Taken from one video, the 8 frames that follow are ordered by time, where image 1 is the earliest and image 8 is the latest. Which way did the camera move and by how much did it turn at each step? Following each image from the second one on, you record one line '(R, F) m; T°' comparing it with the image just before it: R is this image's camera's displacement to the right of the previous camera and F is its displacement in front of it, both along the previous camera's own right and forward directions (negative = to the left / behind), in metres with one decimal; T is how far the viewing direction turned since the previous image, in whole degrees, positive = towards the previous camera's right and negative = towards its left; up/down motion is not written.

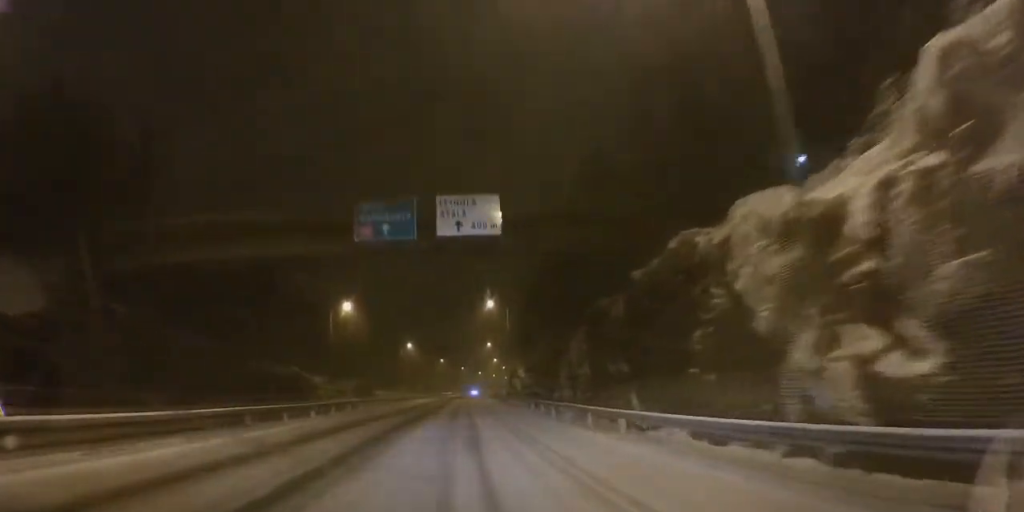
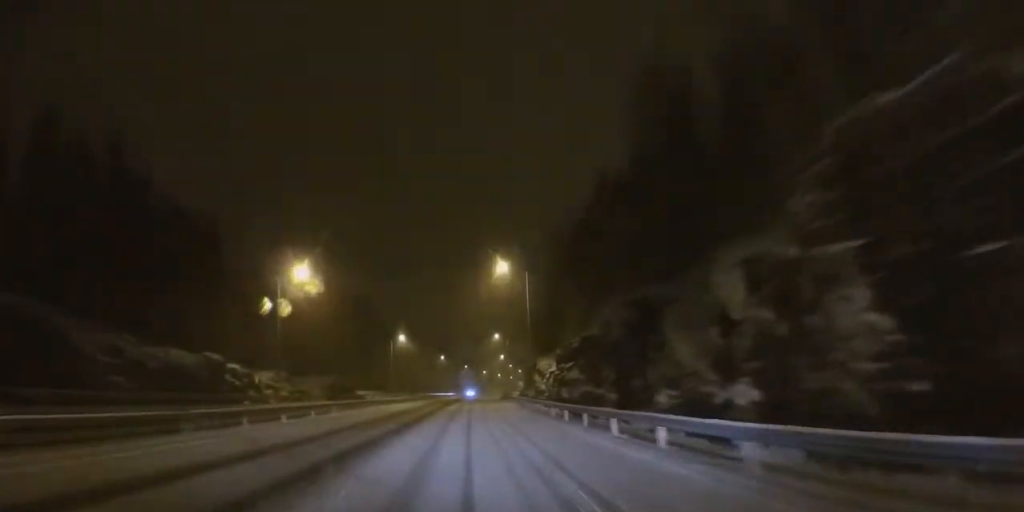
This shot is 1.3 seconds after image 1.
(-0.4, +23.7) m; -2°
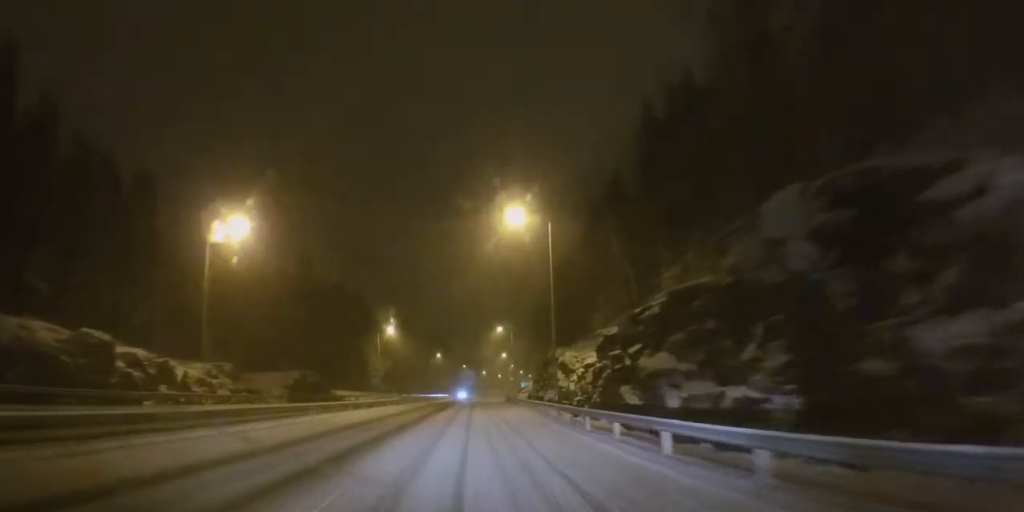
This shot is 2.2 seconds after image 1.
(0.0, +16.1) m; 0°
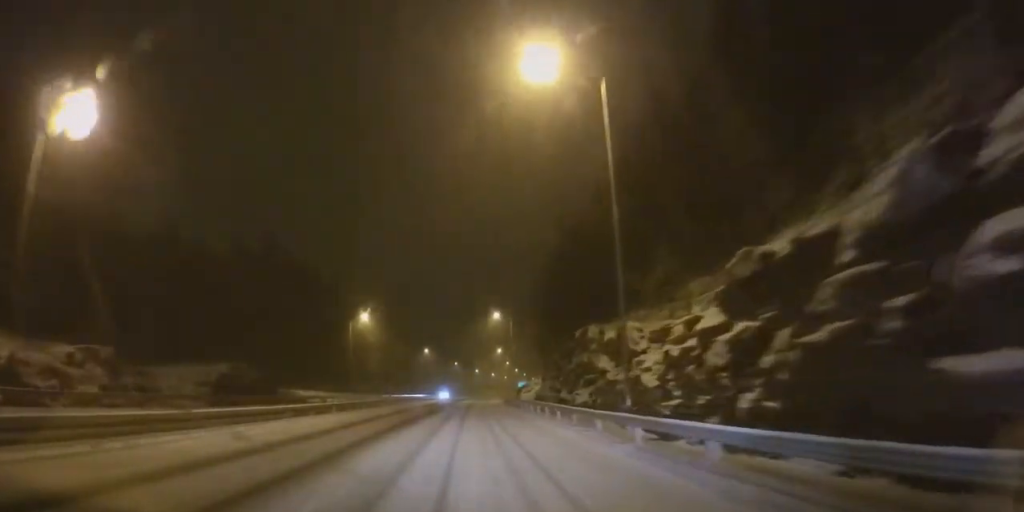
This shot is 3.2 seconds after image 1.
(0.0, +18.4) m; +2°
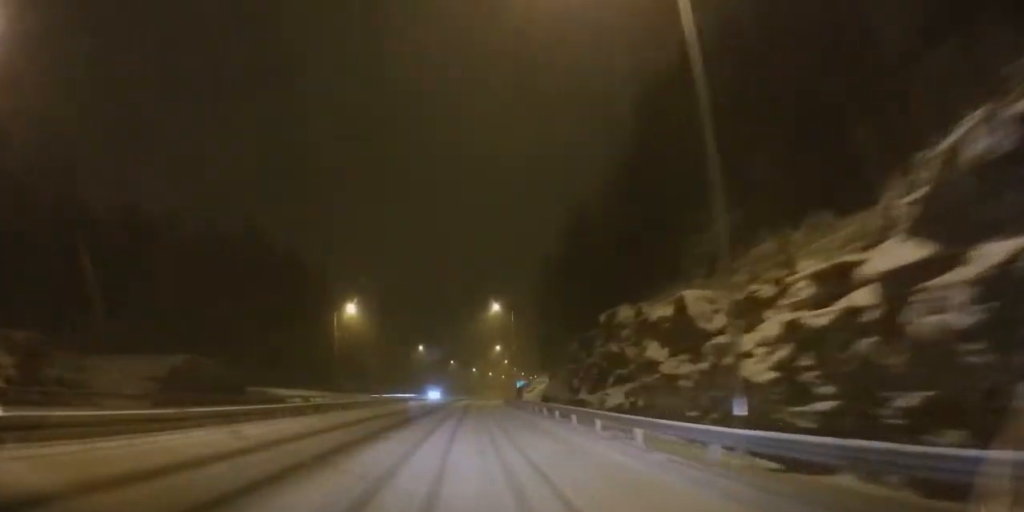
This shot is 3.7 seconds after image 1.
(+0.2, +8.2) m; 0°
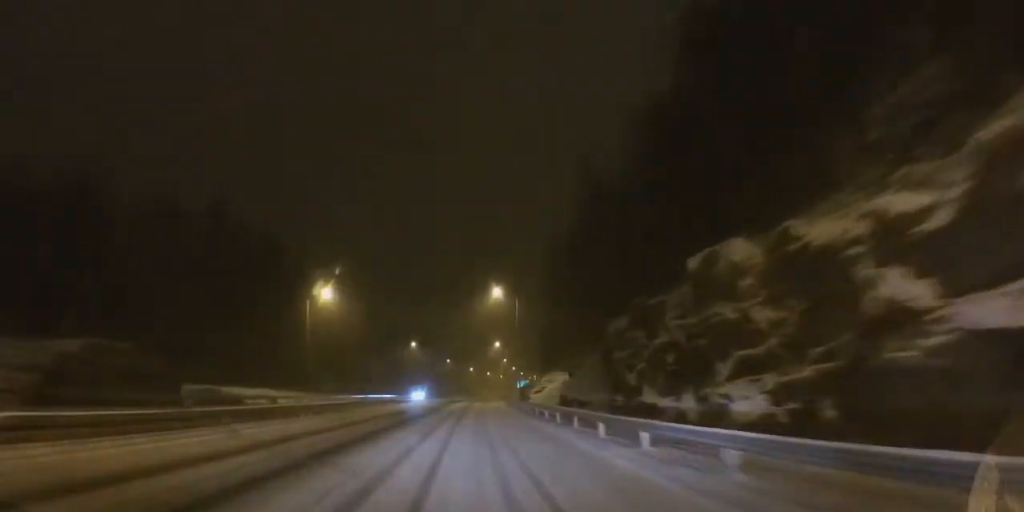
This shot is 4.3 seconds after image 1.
(+0.3, +12.7) m; 0°
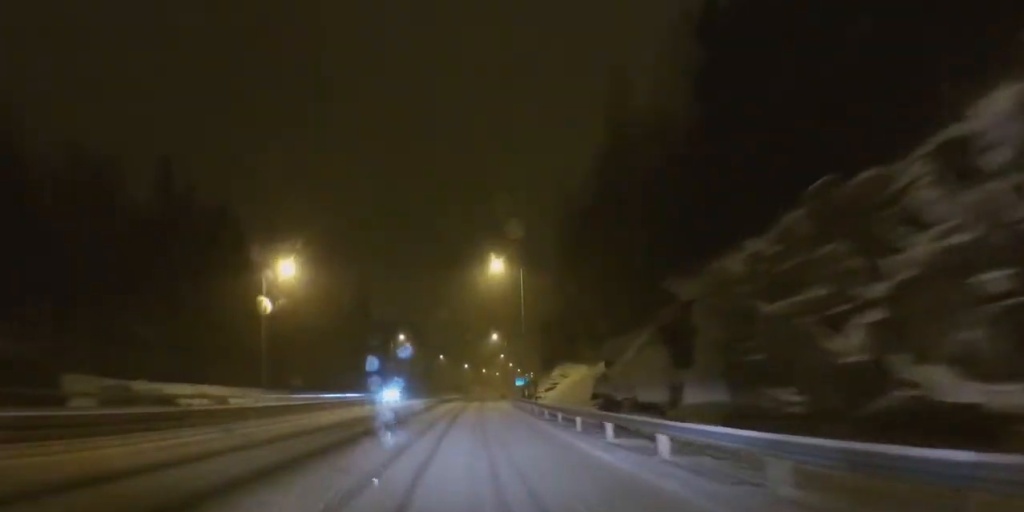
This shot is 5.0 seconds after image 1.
(-0.4, +13.4) m; 0°
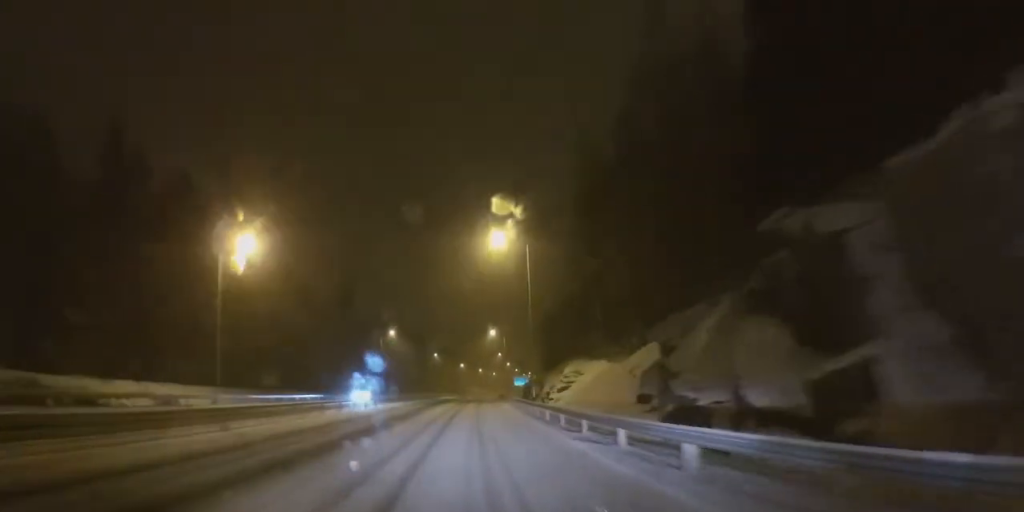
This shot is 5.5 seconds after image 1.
(0.0, +9.6) m; 0°
